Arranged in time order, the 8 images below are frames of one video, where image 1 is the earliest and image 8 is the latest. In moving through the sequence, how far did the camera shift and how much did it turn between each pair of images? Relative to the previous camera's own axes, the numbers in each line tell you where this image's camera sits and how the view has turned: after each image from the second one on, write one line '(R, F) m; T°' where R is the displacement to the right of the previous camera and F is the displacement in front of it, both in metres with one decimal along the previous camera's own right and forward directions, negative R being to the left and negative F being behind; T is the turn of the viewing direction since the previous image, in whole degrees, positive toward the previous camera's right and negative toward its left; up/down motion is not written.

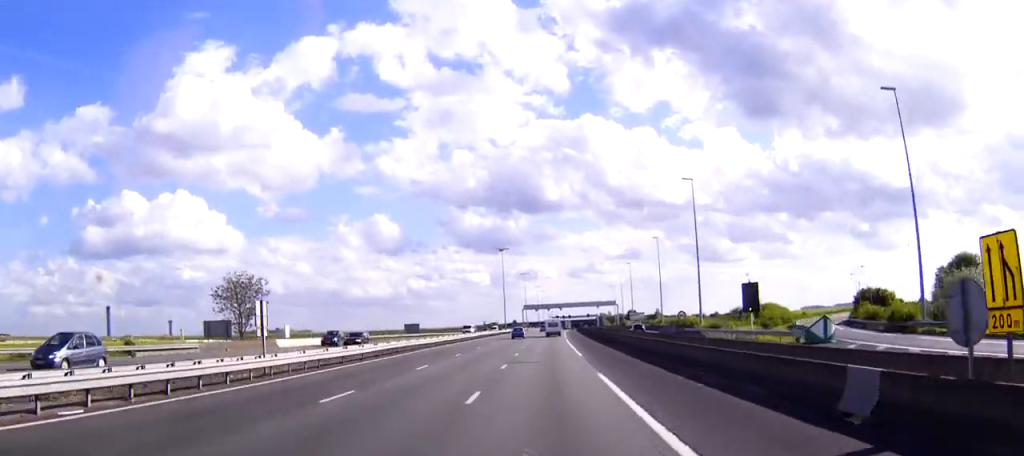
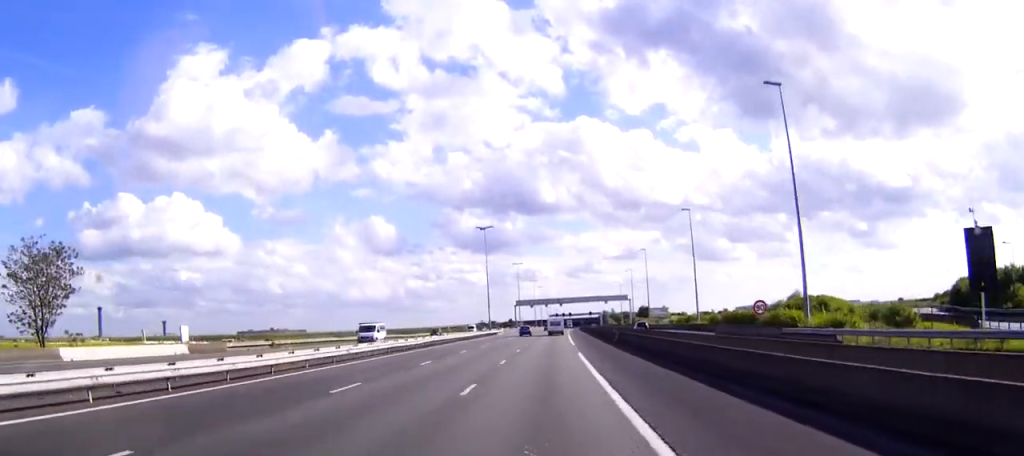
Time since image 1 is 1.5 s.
(+0.1, +37.4) m; 0°
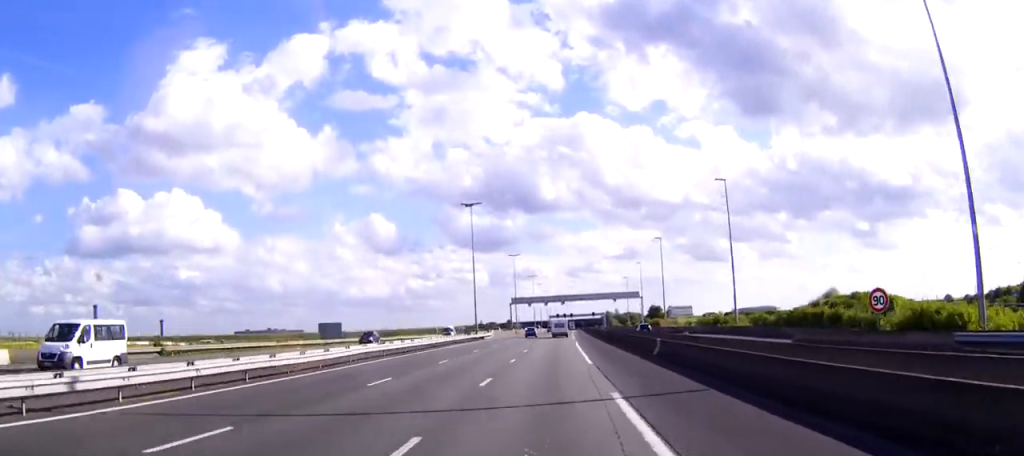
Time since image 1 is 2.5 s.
(0.0, +22.7) m; 0°
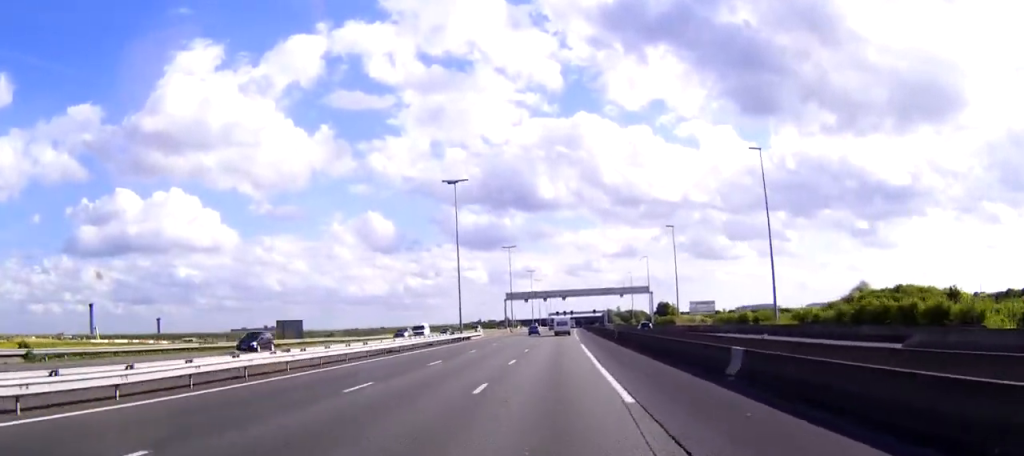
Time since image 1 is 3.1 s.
(0.0, +16.2) m; 0°
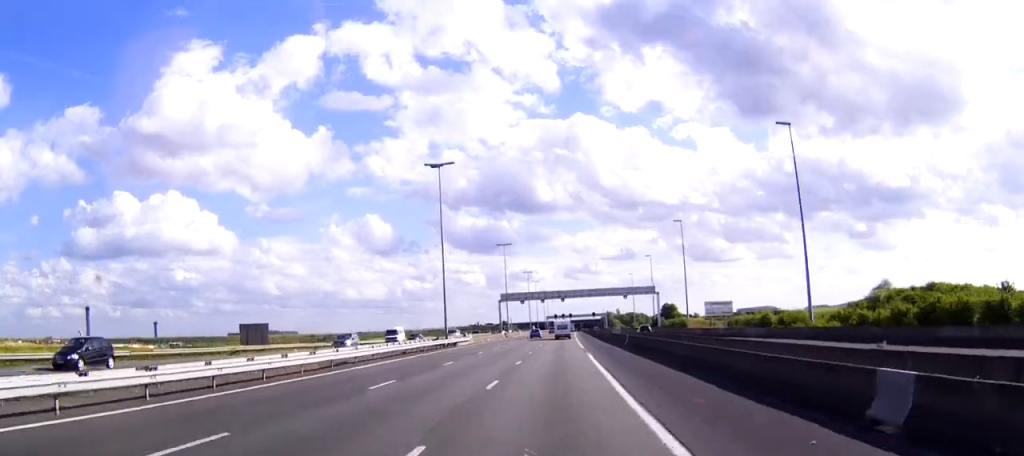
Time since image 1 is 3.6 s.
(0.0, +10.5) m; 0°
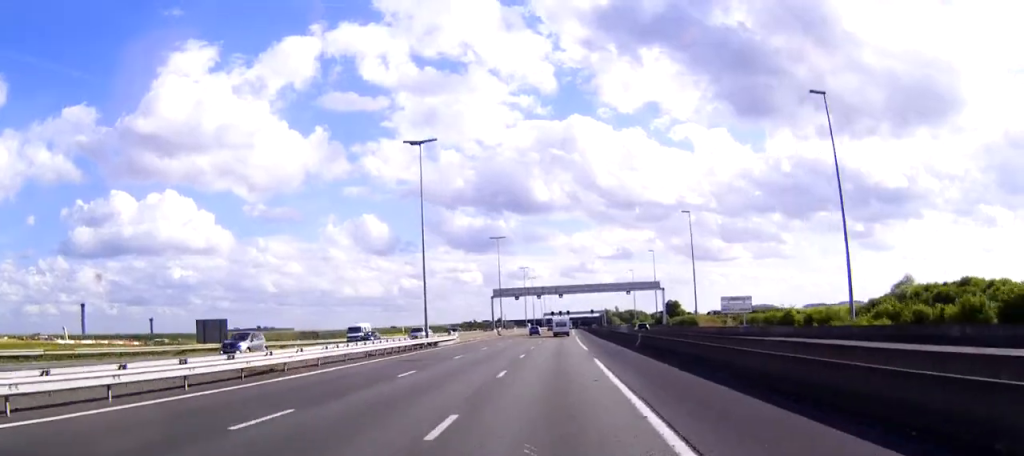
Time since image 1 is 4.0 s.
(0.0, +9.8) m; 0°
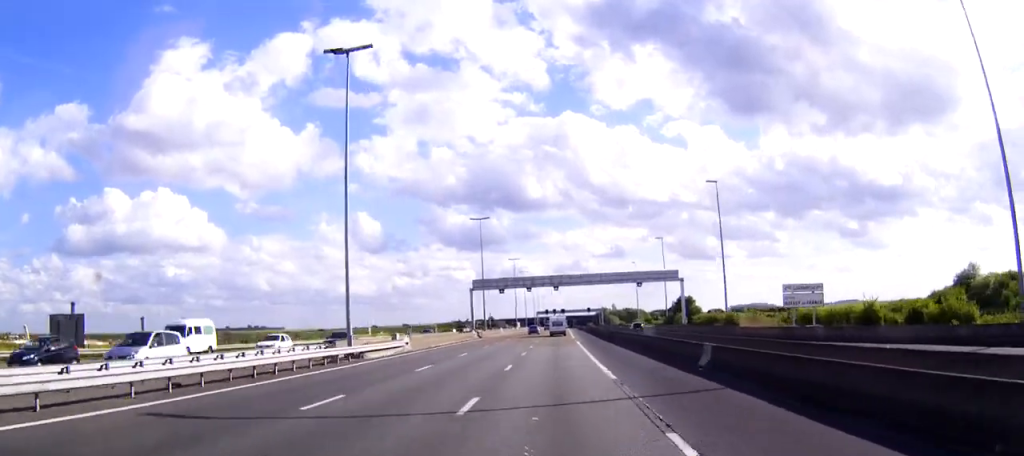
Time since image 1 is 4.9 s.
(+0.1, +22.8) m; +1°
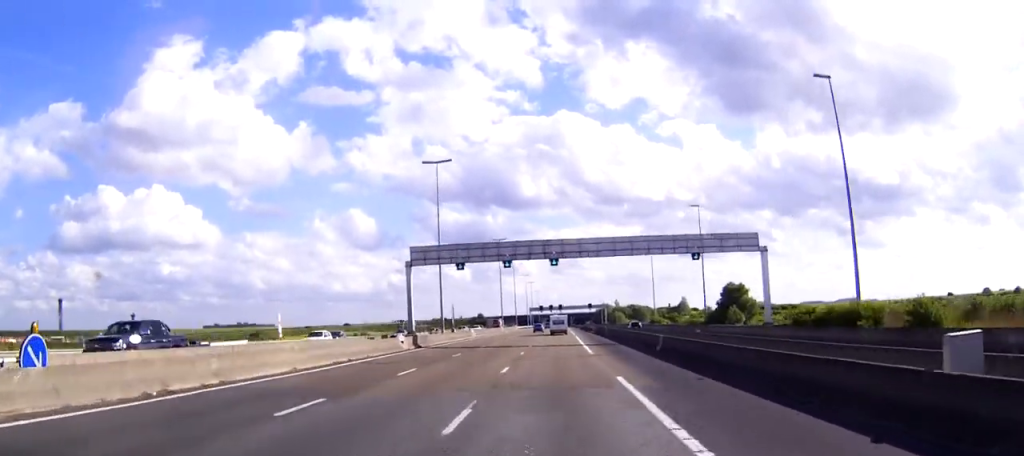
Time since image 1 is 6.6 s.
(+0.2, +41.0) m; 0°
